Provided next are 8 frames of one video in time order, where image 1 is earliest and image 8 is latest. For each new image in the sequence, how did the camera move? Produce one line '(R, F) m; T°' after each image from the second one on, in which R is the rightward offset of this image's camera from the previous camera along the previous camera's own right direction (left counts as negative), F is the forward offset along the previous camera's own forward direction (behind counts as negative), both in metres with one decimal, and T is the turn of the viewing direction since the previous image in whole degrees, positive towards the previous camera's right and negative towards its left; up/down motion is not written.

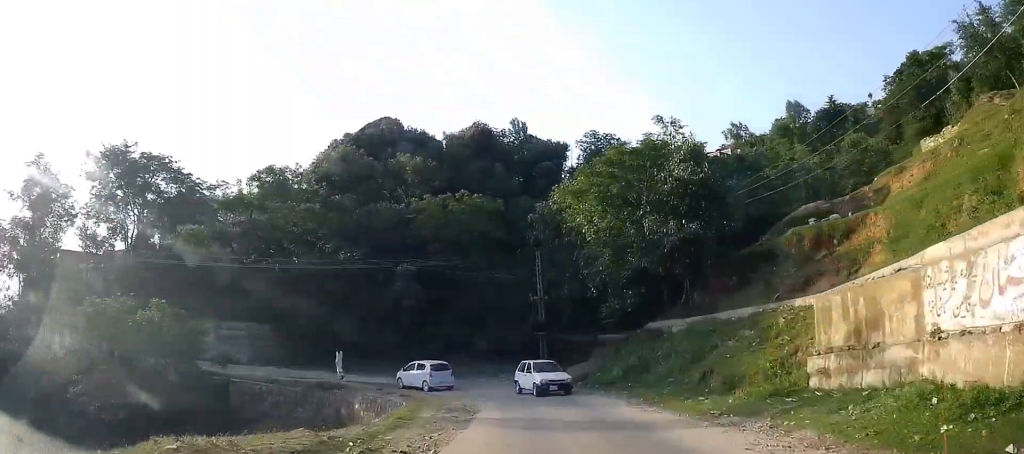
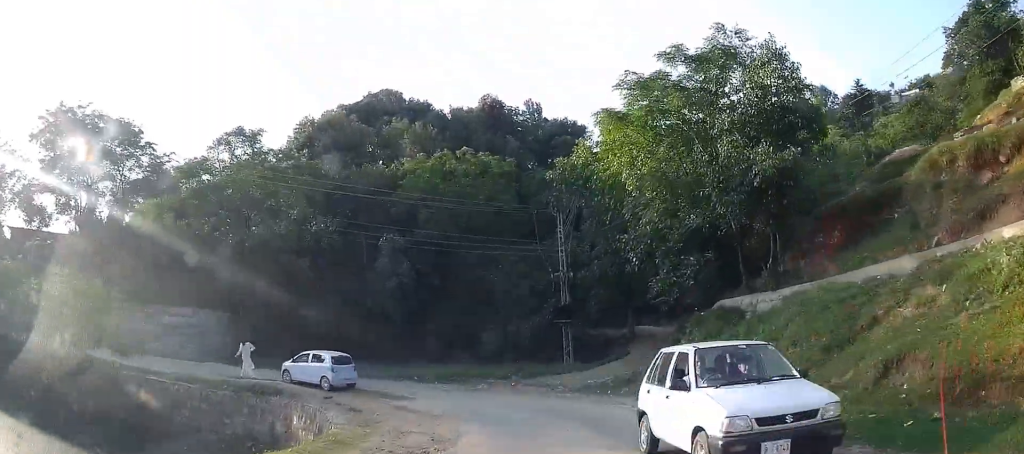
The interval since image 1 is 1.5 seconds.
(-0.2, +9.6) m; -3°
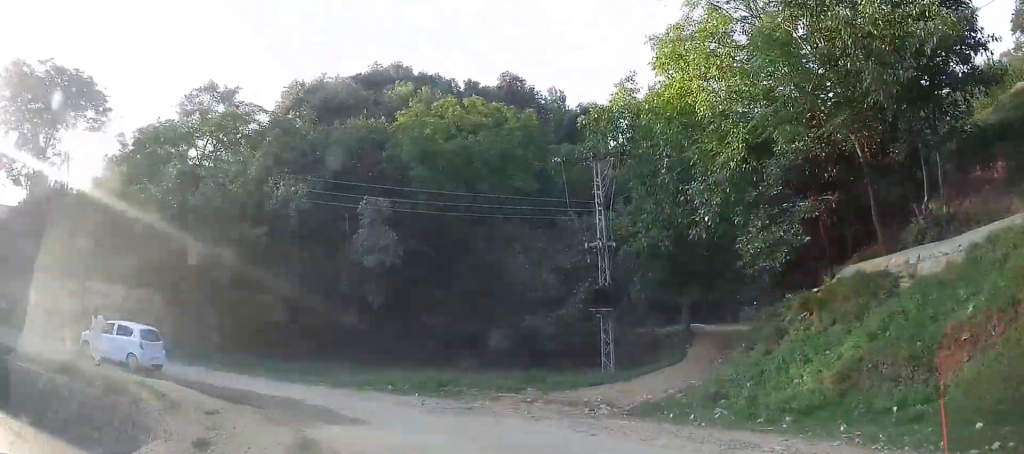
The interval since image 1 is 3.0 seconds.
(-0.3, +8.8) m; -2°
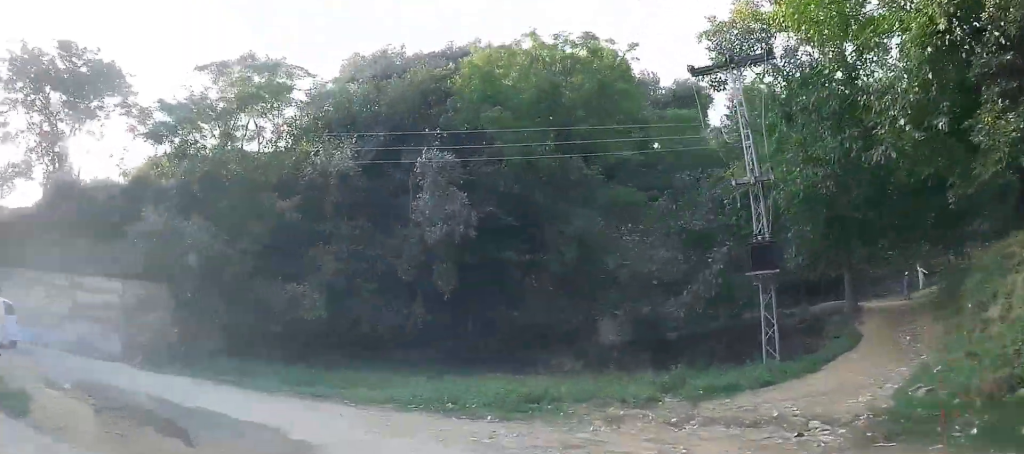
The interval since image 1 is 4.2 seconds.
(-0.1, +6.8) m; -10°
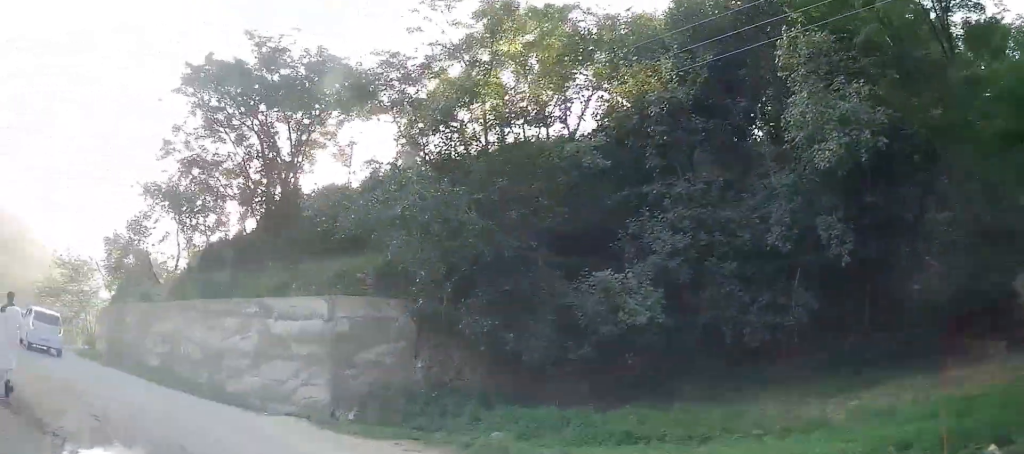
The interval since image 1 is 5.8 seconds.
(-0.5, +8.1) m; -23°
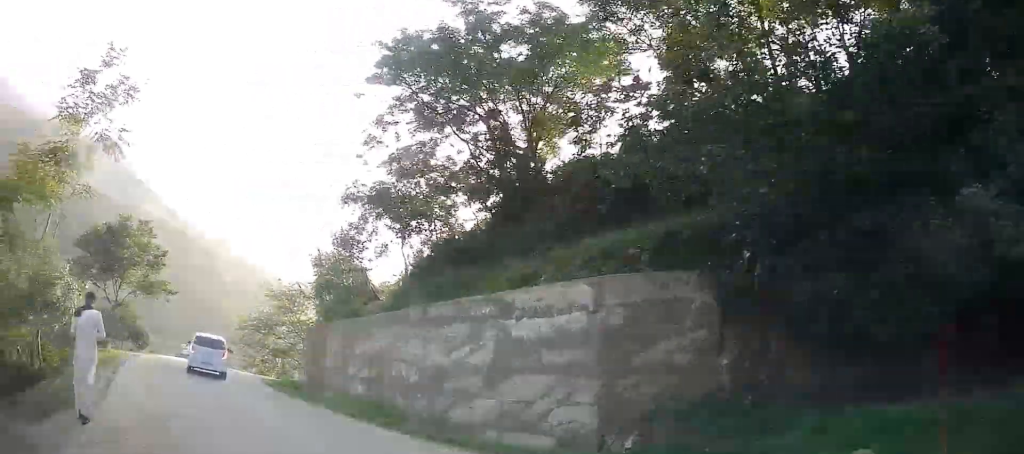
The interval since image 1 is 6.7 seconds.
(-1.0, +4.6) m; -22°
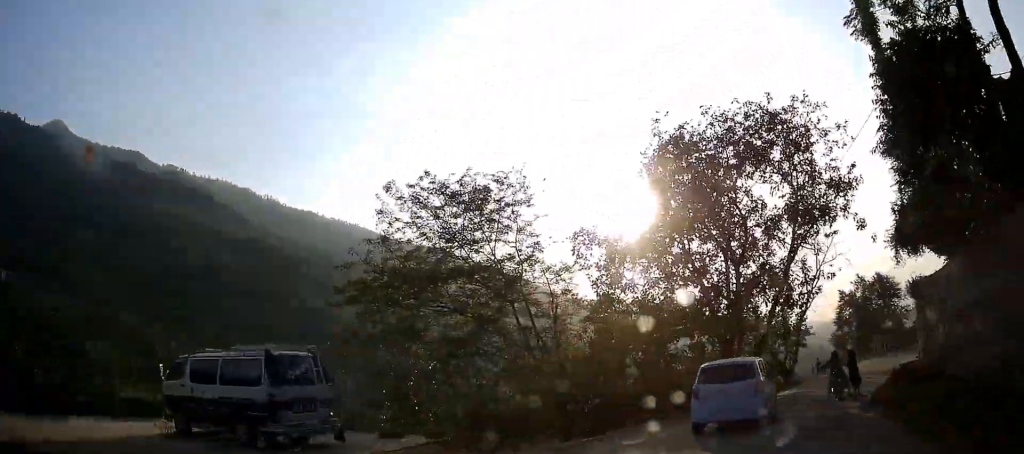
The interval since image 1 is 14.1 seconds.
(-19.6, +27.7) m; -23°
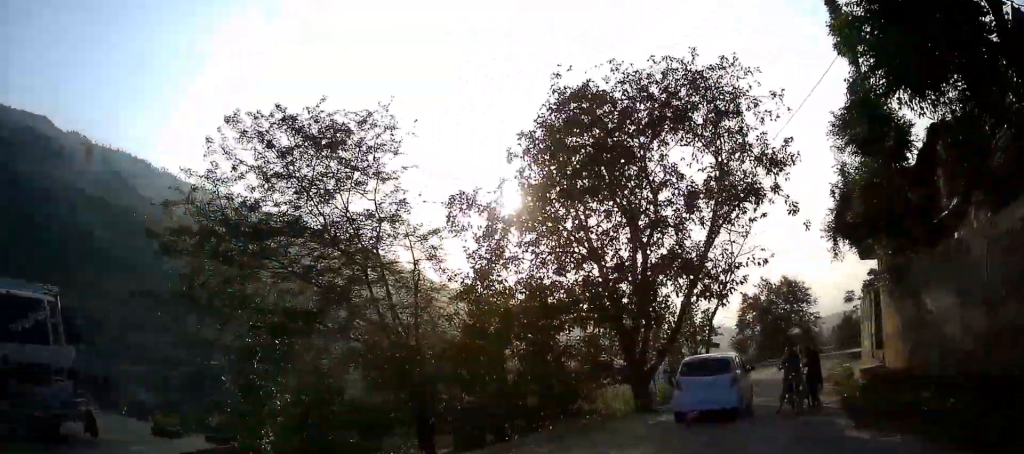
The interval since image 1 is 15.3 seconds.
(+0.3, +4.9) m; +13°
